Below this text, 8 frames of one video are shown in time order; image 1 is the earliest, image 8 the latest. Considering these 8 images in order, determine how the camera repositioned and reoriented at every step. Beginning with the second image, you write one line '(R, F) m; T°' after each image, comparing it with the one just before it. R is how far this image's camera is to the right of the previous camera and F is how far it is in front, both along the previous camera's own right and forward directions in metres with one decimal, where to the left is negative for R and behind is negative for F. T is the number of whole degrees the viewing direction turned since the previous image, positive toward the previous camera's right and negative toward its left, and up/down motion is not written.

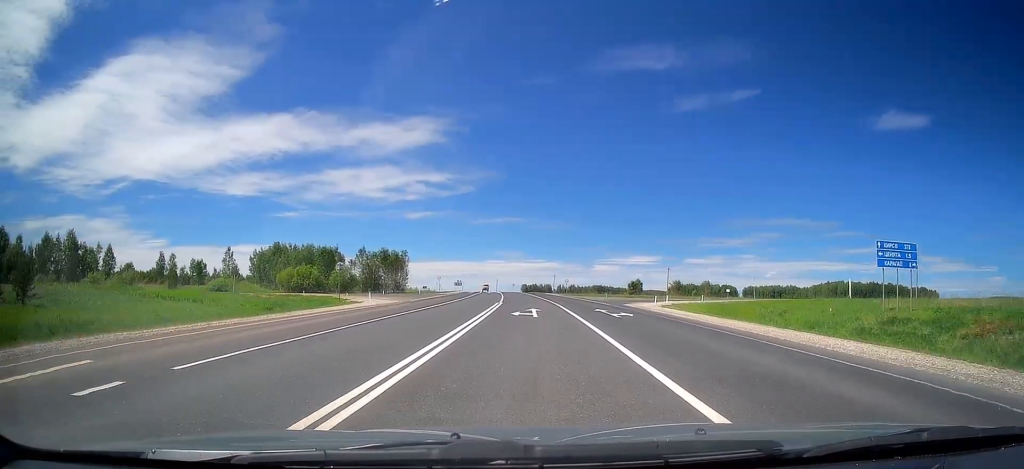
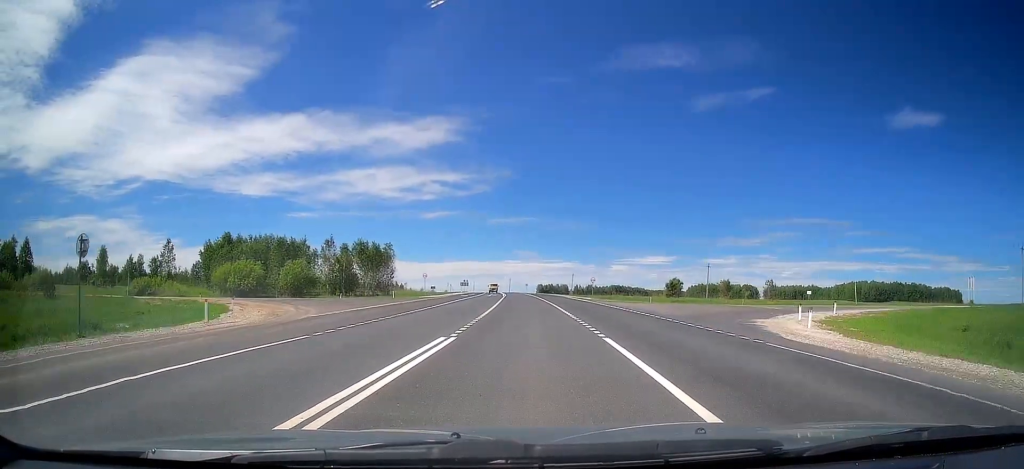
(-0.7, +25.0) m; -2°
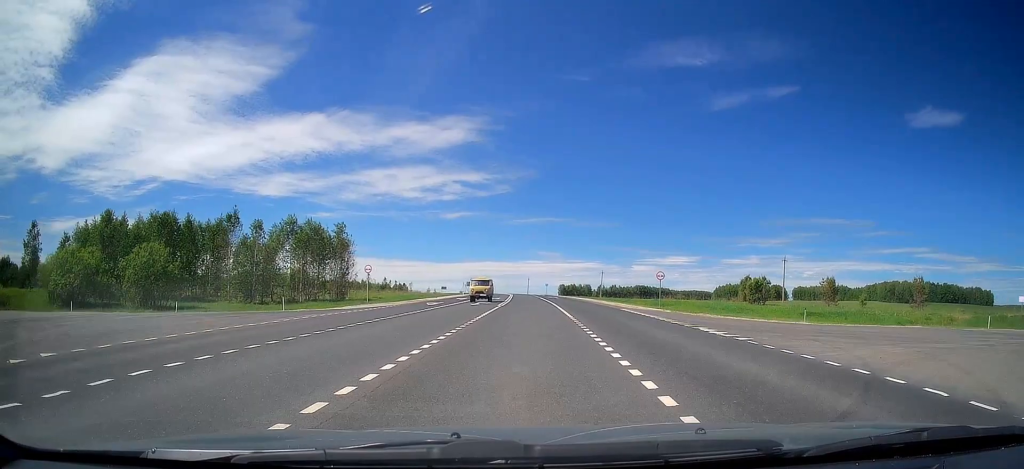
(-0.7, +34.3) m; -2°
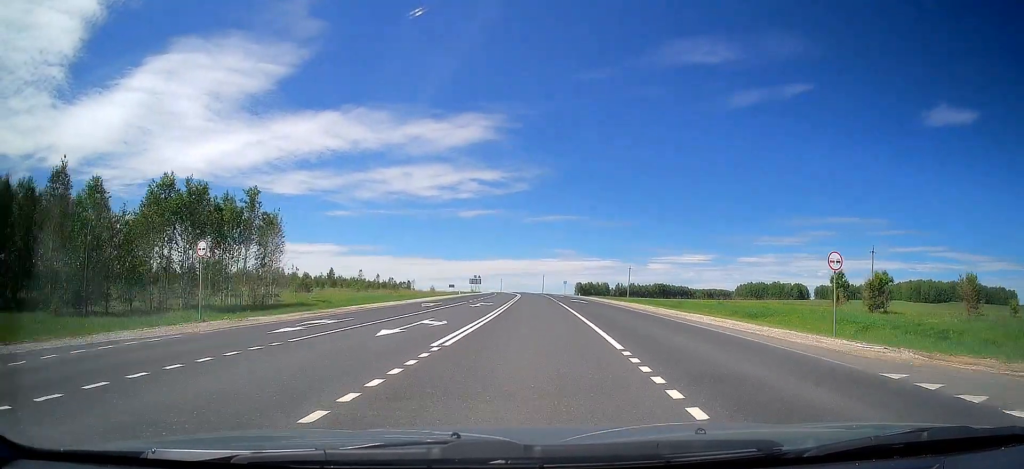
(-0.4, +26.1) m; -1°
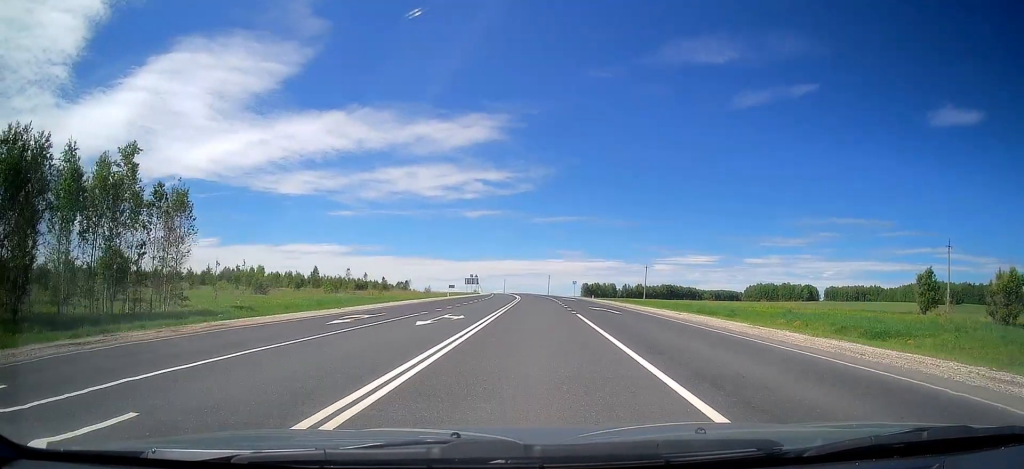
(+0.1, +16.9) m; -1°
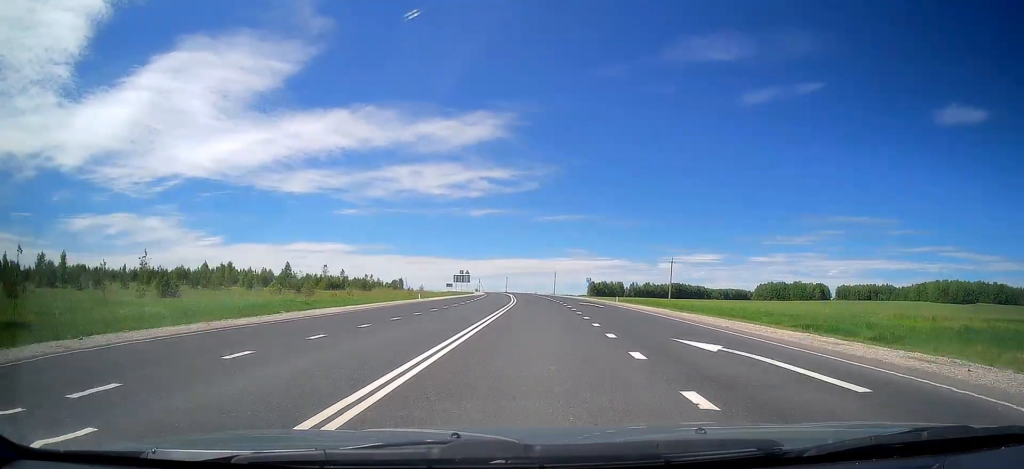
(-0.4, +21.7) m; -1°
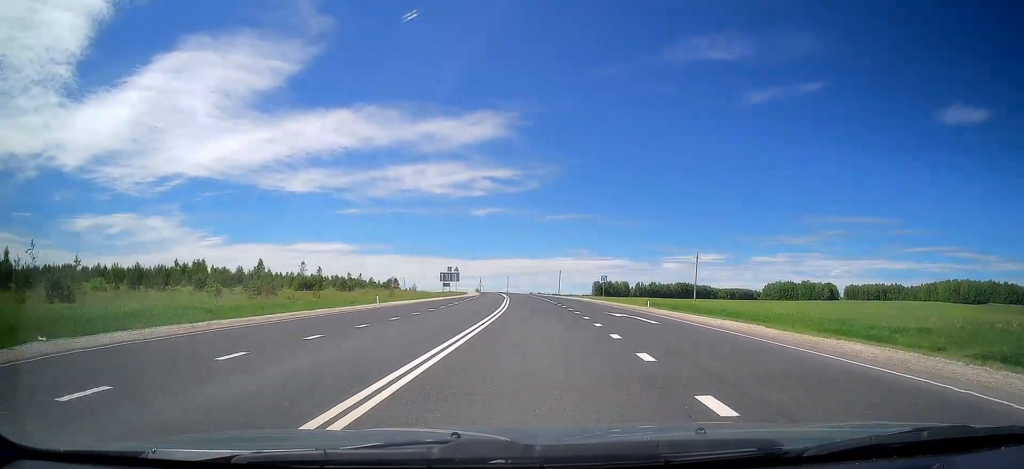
(-0.2, +16.2) m; 0°
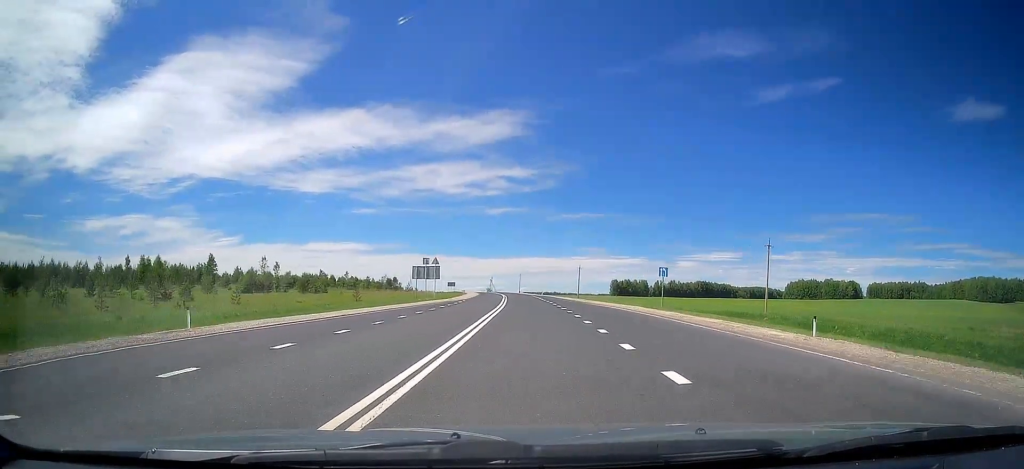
(+0.4, +25.9) m; 0°
